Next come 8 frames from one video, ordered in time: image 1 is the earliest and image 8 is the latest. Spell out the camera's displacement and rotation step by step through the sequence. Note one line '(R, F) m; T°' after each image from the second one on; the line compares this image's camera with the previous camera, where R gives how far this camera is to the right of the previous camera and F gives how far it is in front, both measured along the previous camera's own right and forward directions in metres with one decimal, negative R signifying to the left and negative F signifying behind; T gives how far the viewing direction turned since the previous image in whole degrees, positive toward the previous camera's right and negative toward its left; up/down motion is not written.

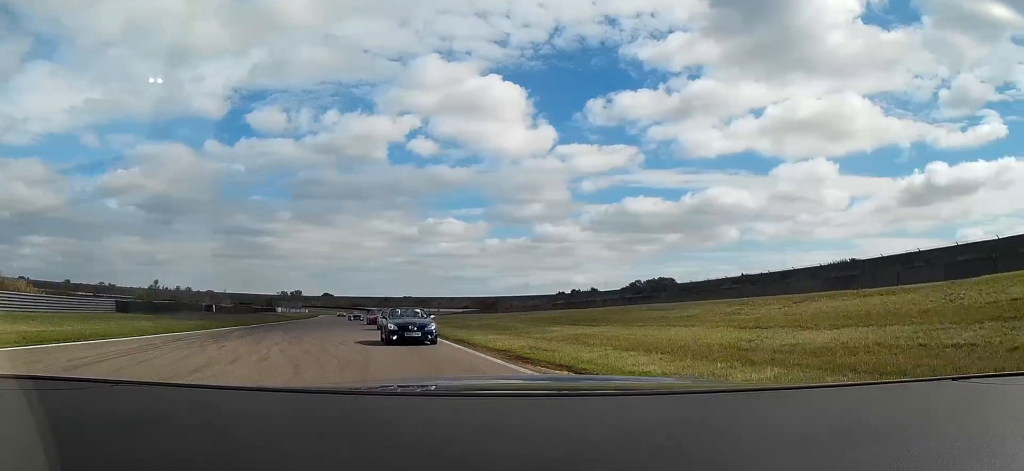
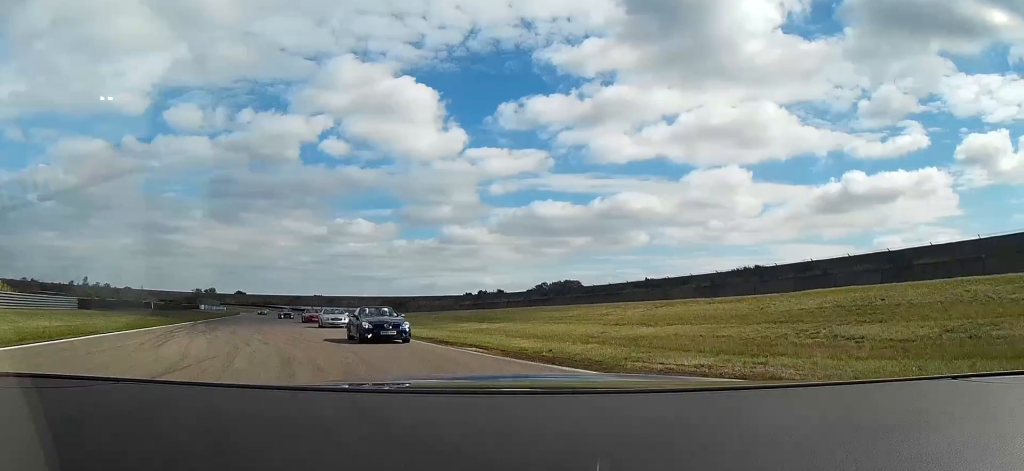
(+0.1, +6.4) m; +6°
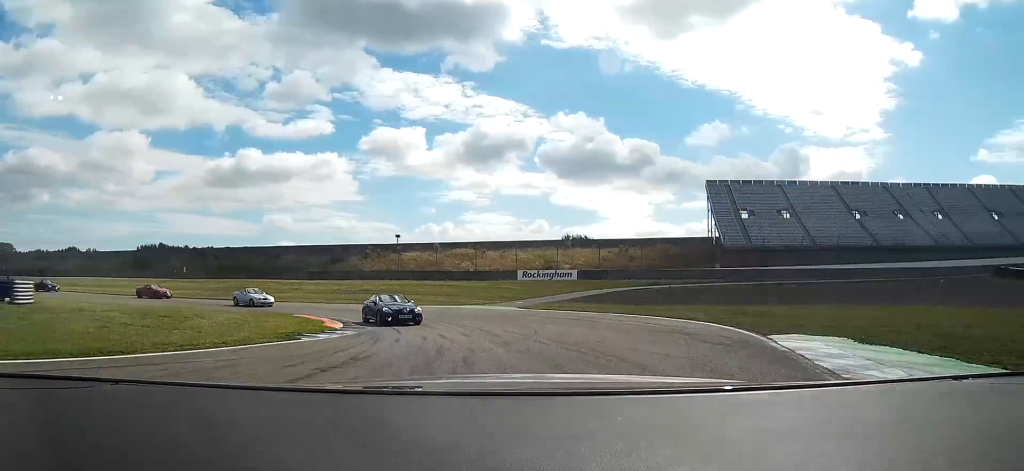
(+20.1, +38.9) m; +53°
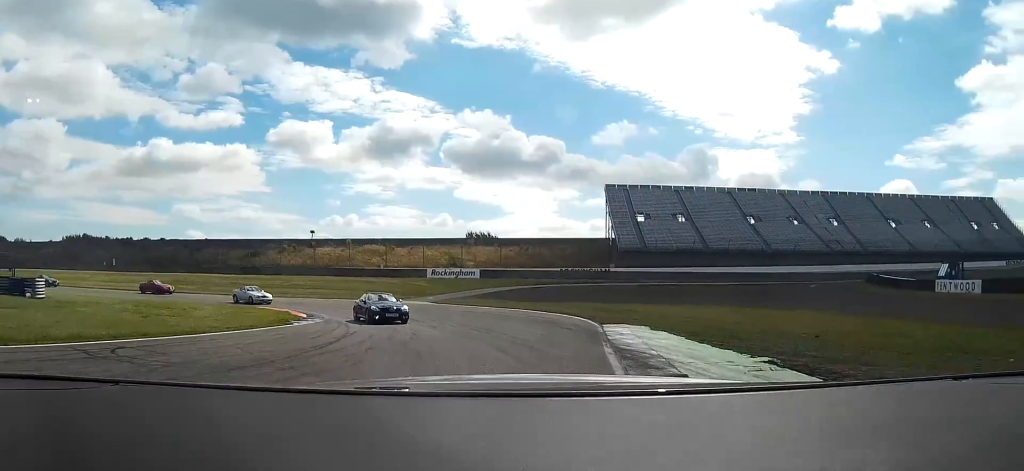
(+0.1, +8.1) m; +6°
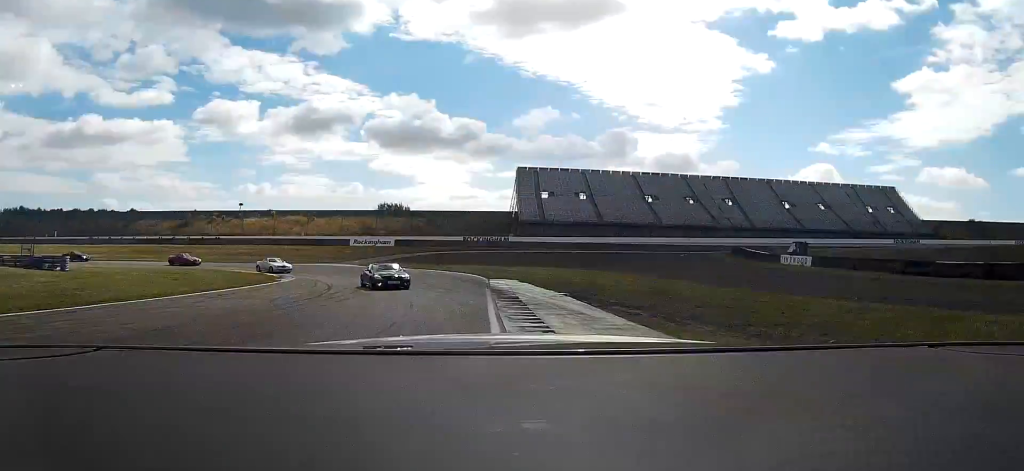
(+1.1, +12.1) m; +7°
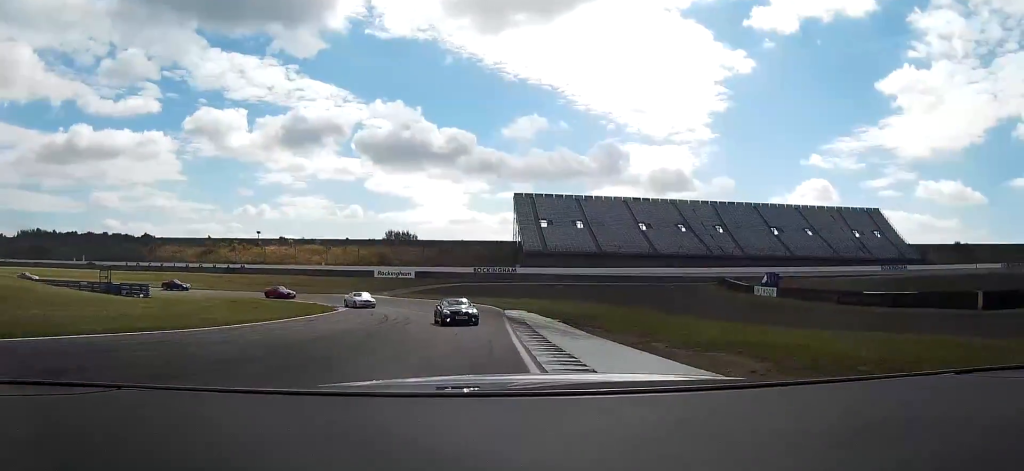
(+0.5, +10.4) m; +5°
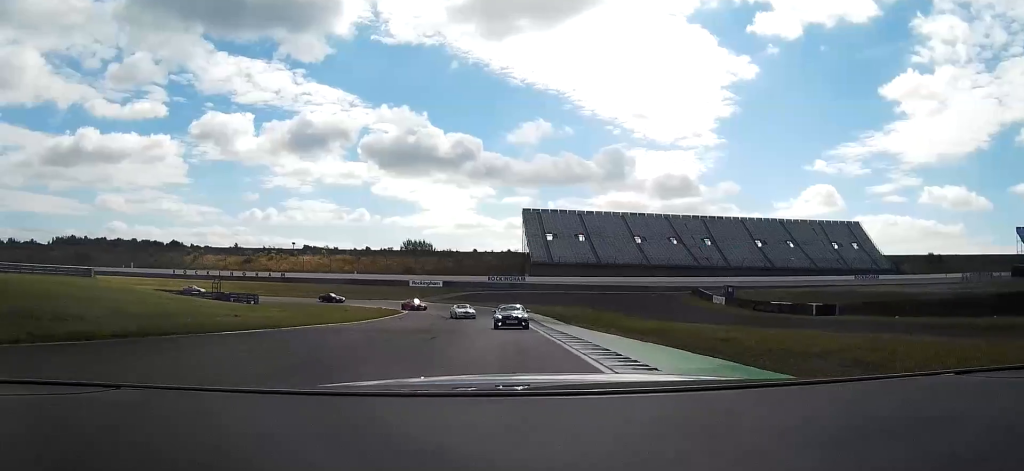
(+1.8, +21.5) m; +7°
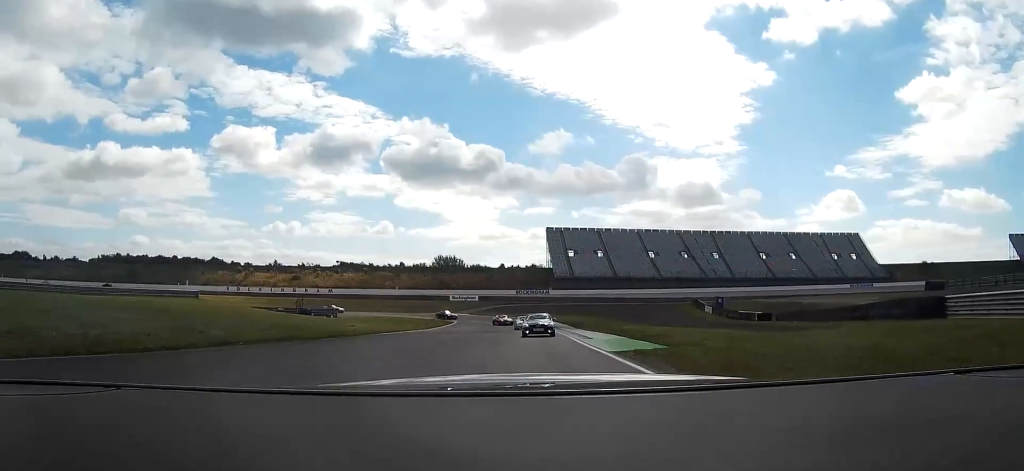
(+0.8, +19.9) m; +2°
